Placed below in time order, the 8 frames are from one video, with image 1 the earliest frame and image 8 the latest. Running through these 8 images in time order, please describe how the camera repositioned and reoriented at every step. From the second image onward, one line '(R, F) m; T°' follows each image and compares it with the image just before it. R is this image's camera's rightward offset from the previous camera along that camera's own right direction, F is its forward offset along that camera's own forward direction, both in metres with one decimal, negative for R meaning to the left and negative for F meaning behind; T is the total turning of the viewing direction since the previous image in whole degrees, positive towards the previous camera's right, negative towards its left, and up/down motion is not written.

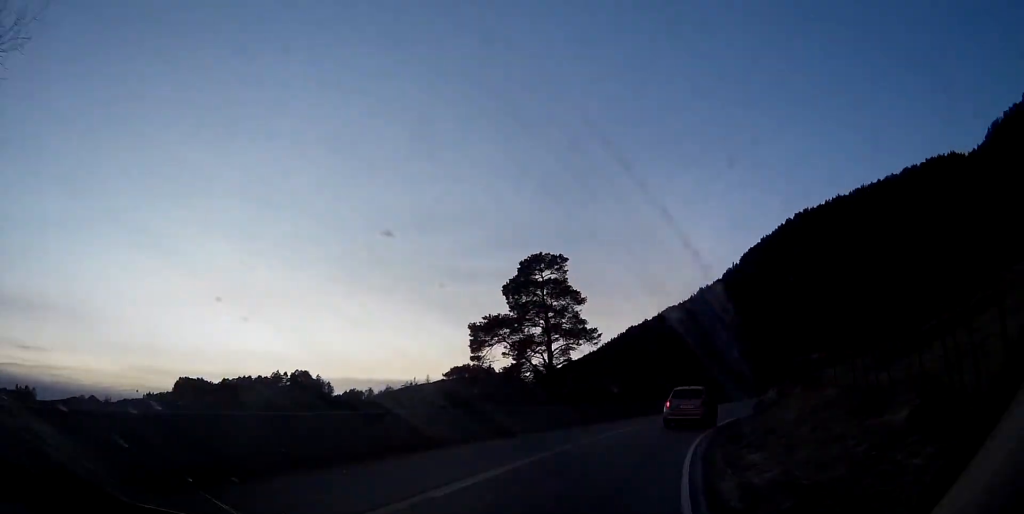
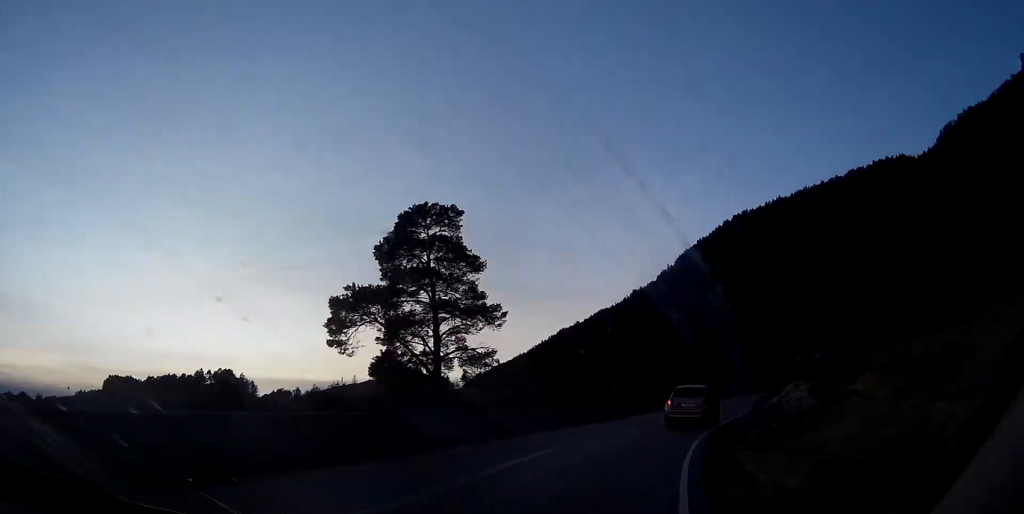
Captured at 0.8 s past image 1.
(+0.4, +12.9) m; +4°
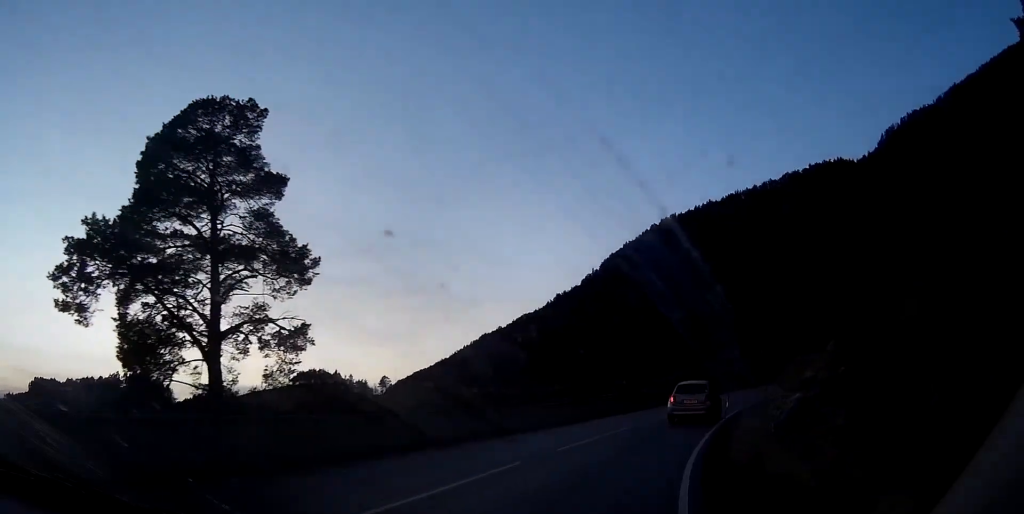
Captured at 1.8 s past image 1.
(+0.3, +14.1) m; +8°
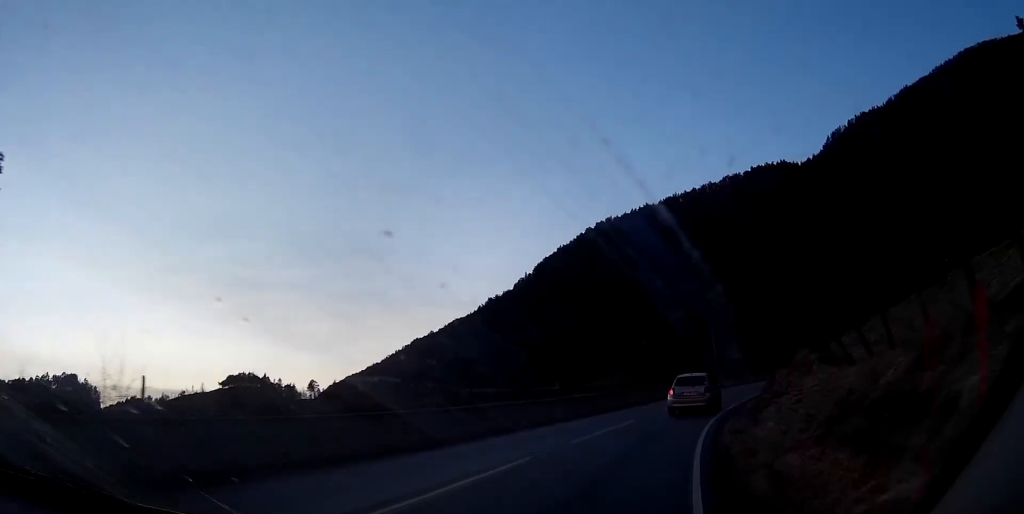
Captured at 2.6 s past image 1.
(+1.3, +12.3) m; +7°
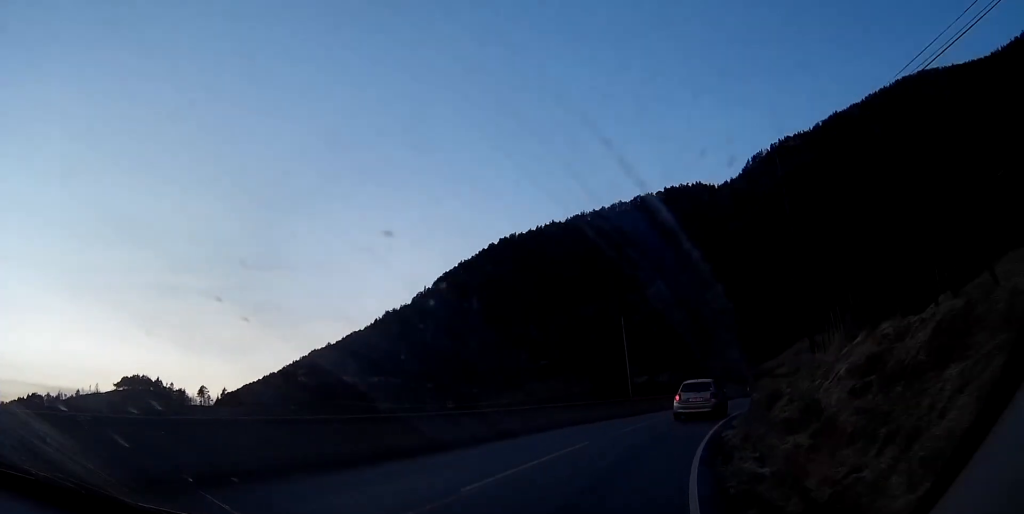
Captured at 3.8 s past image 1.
(+1.1, +19.0) m; +8°
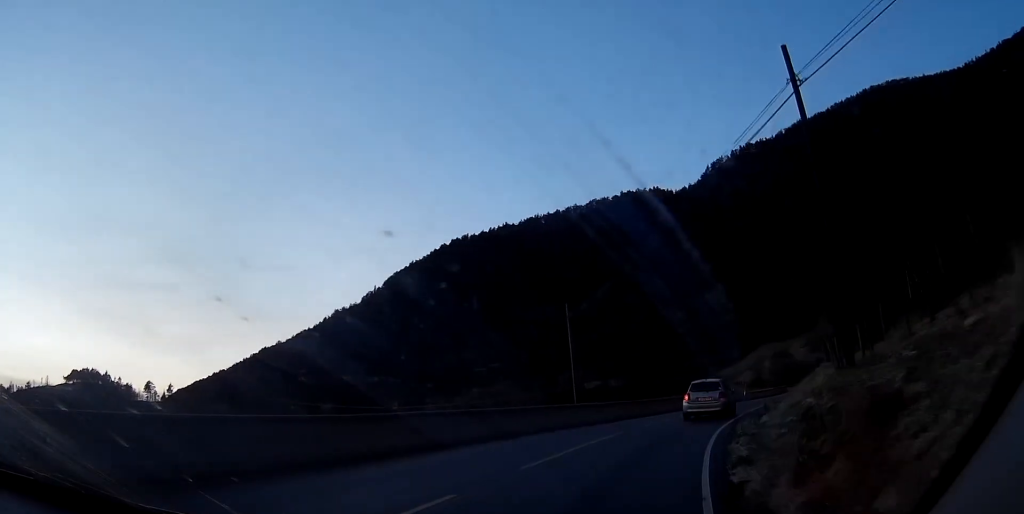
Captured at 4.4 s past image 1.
(+0.5, +9.7) m; +5°
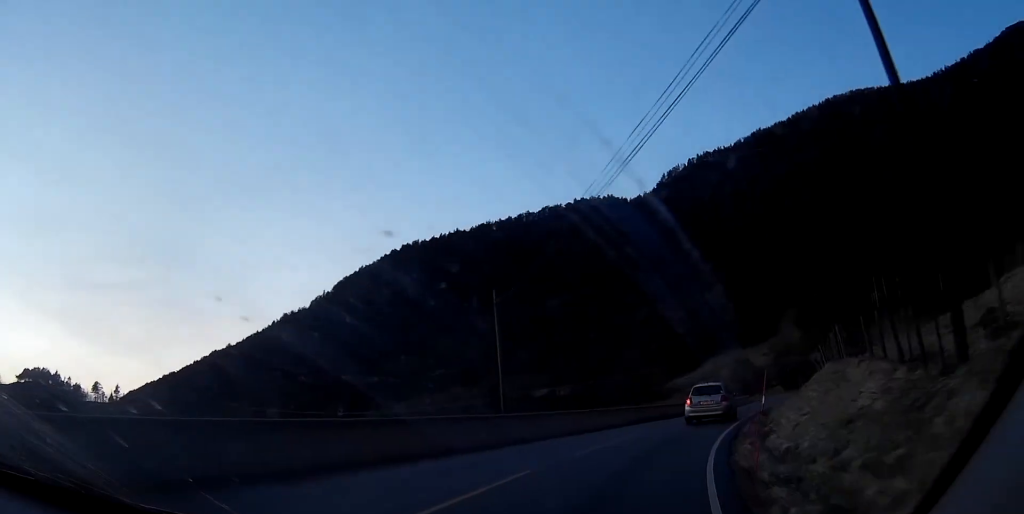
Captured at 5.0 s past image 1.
(+0.4, +8.6) m; +4°
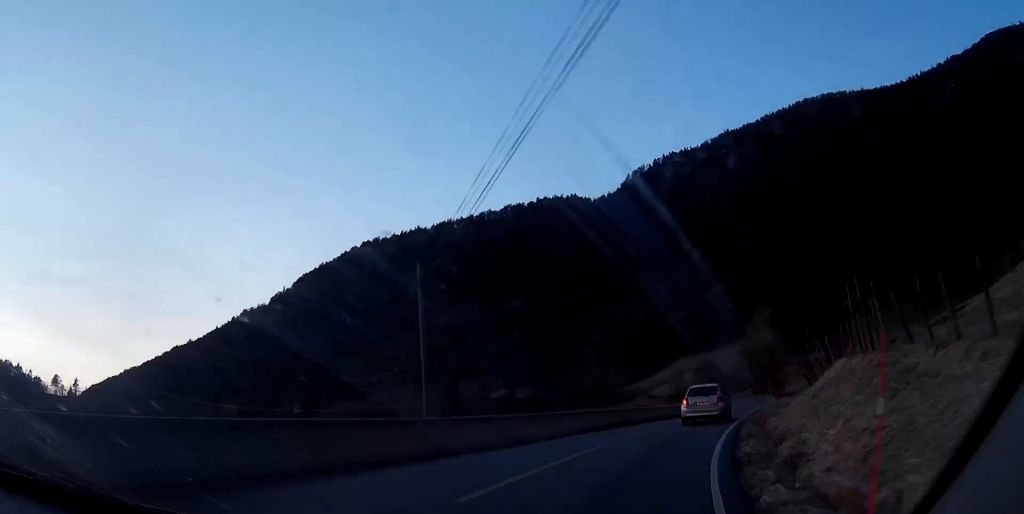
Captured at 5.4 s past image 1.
(+0.2, +6.5) m; +3°
